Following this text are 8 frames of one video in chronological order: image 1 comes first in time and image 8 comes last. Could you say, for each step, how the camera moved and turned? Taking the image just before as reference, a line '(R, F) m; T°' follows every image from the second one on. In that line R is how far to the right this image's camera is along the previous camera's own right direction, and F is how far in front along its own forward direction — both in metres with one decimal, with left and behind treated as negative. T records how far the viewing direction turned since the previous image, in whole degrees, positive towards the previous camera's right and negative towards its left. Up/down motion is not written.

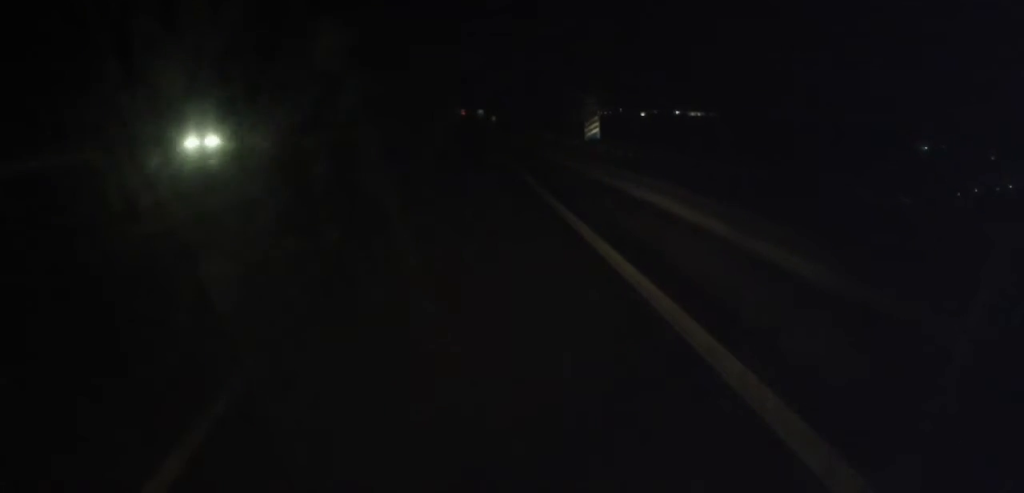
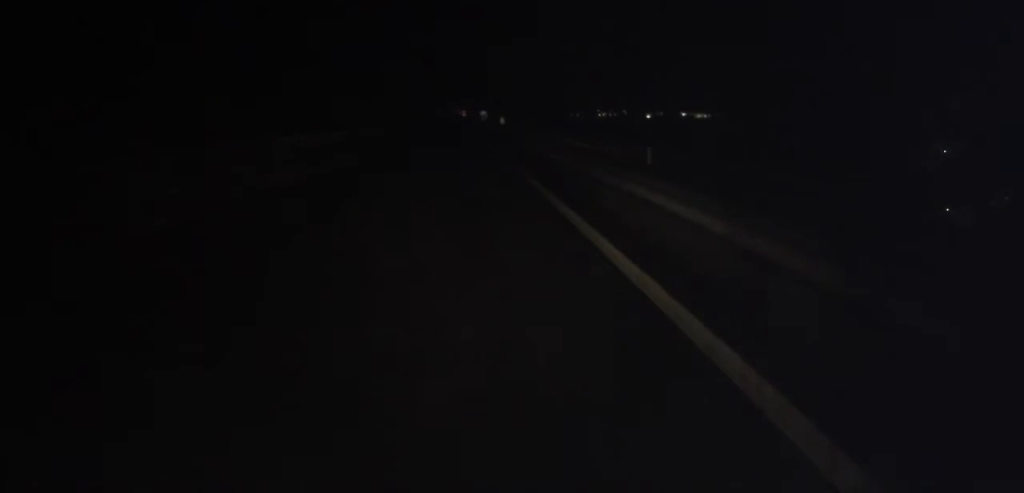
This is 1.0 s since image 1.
(0.0, +23.2) m; 0°
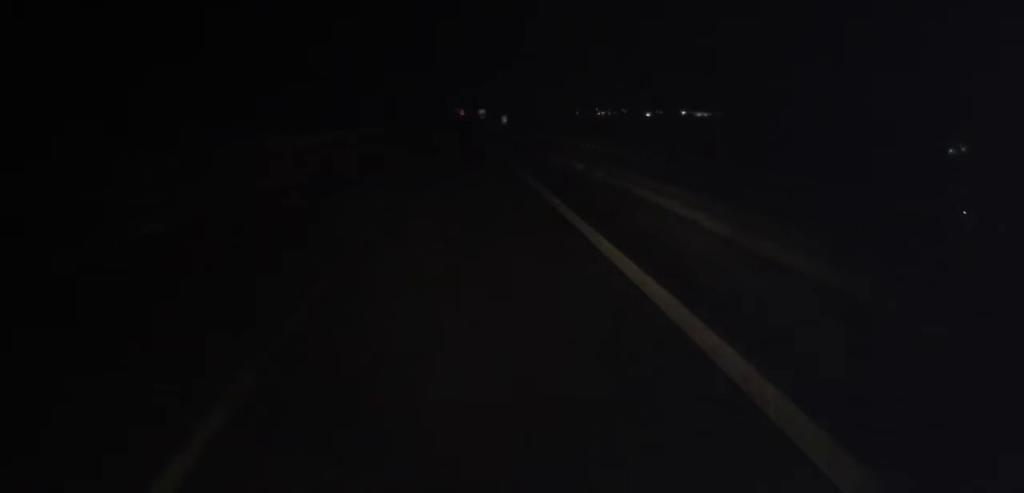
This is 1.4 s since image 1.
(0.0, +10.1) m; 0°
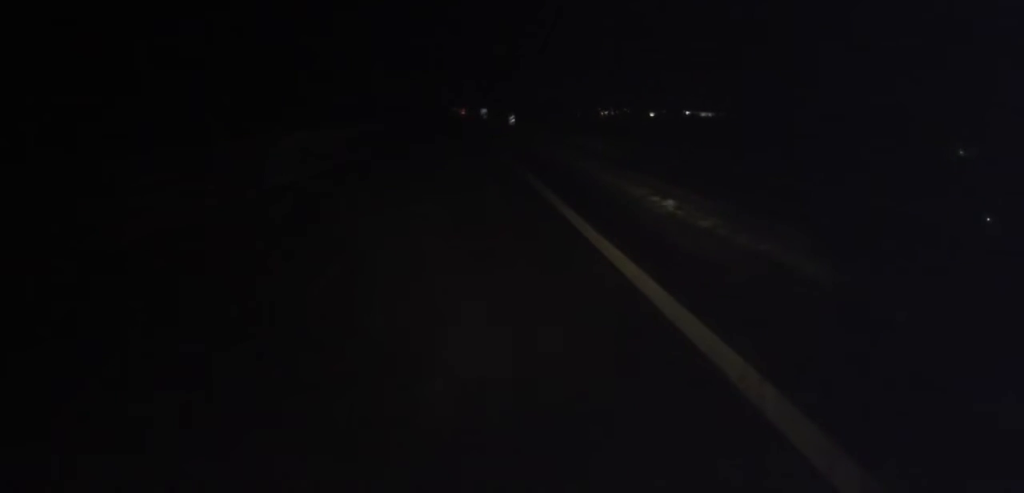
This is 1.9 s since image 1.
(0.0, +11.7) m; 0°
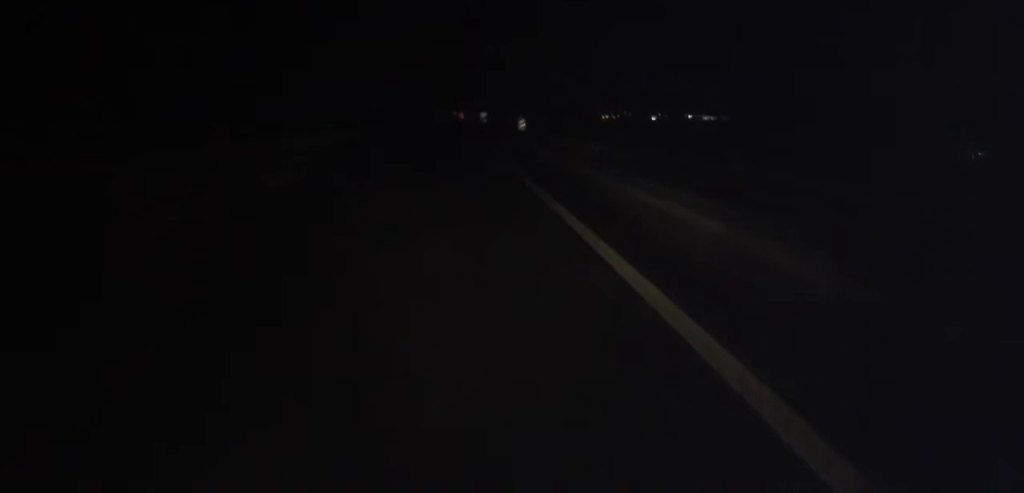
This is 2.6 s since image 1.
(-0.1, +14.8) m; 0°
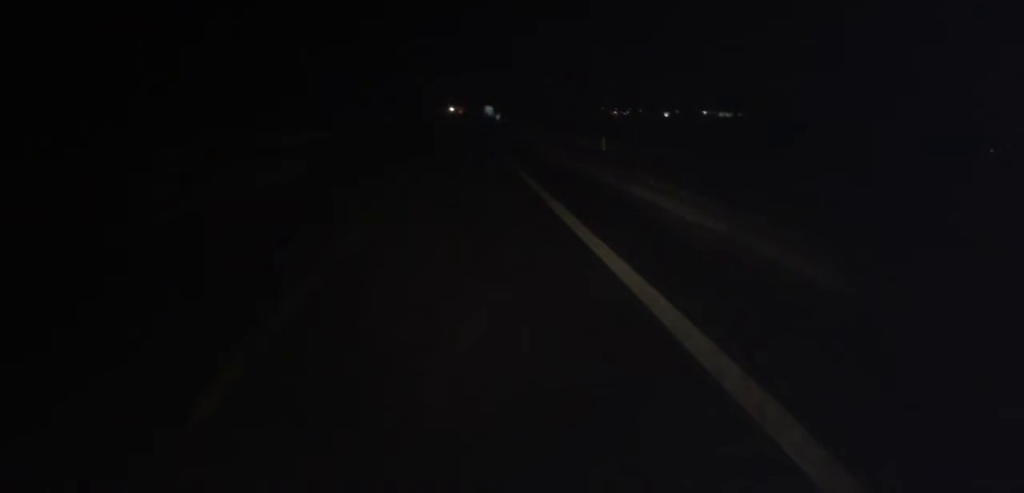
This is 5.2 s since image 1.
(0.0, +61.7) m; +1°
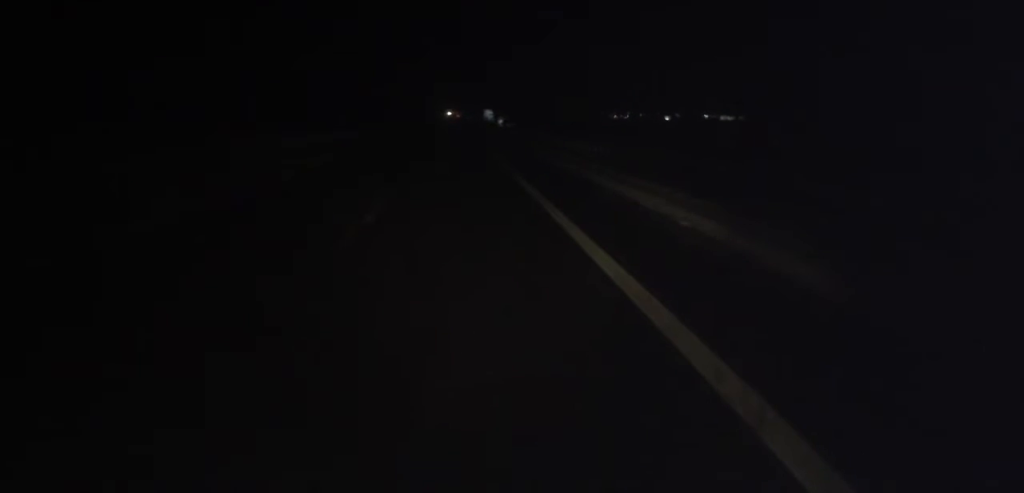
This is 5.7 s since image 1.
(-0.1, +12.6) m; +1°
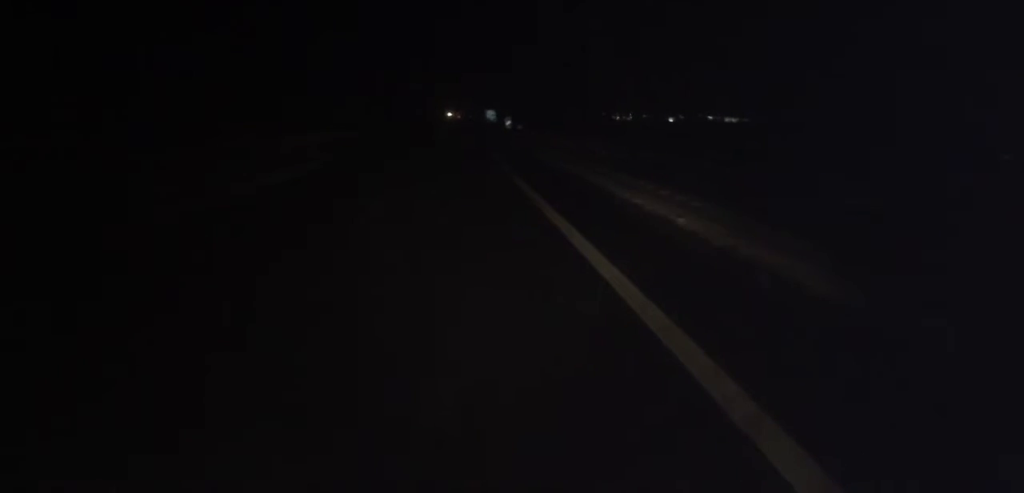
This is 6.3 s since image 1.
(+0.2, +13.2) m; 0°
